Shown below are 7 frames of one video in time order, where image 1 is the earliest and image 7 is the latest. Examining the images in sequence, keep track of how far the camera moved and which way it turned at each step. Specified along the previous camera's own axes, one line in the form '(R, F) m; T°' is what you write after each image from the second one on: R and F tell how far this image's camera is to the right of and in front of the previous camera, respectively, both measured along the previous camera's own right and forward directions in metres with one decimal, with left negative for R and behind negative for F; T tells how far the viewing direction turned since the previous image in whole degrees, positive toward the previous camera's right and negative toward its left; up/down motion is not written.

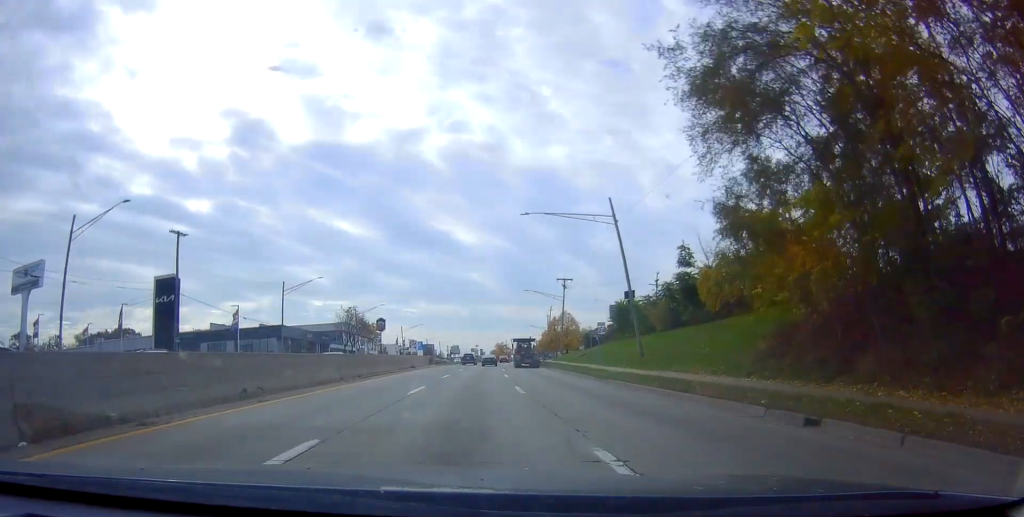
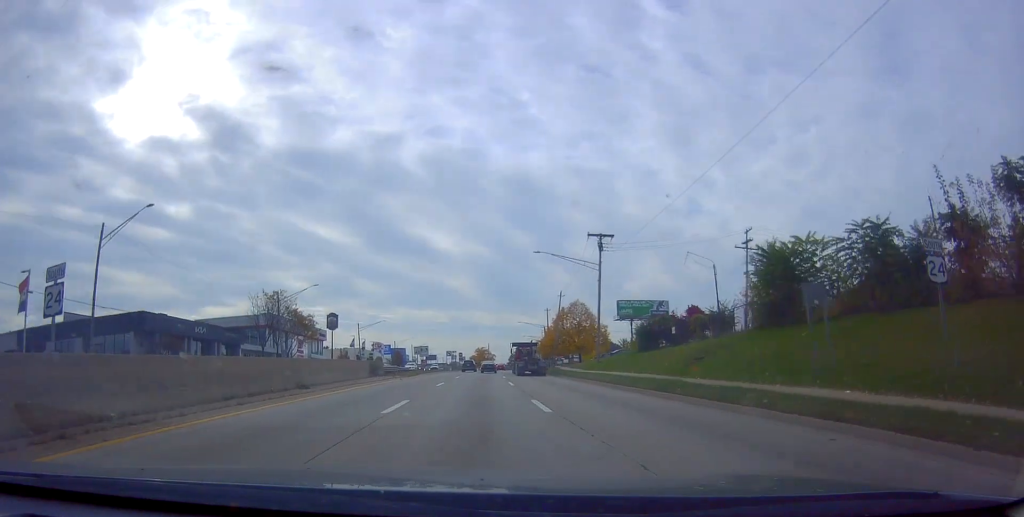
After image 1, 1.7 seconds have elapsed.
(+0.1, +36.1) m; +4°
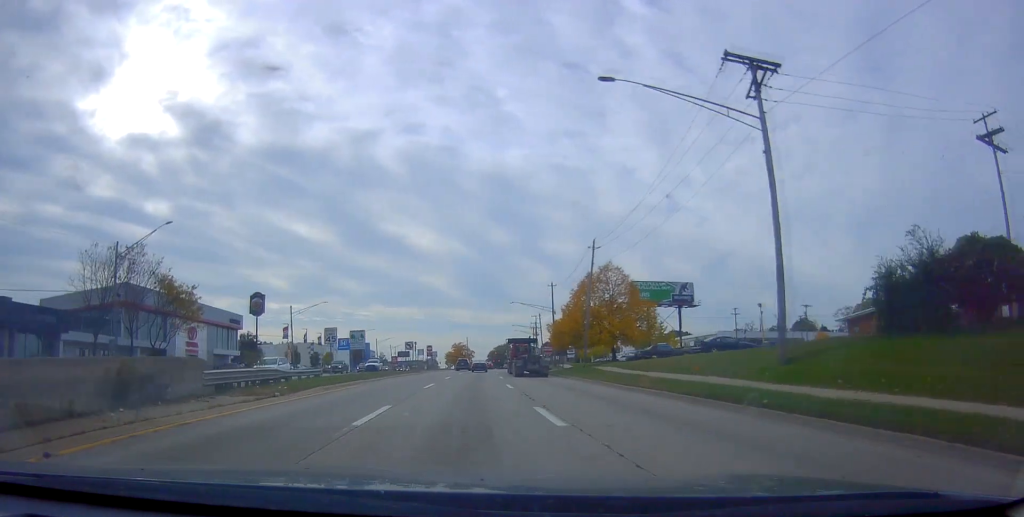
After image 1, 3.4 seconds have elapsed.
(+1.6, +35.1) m; +4°
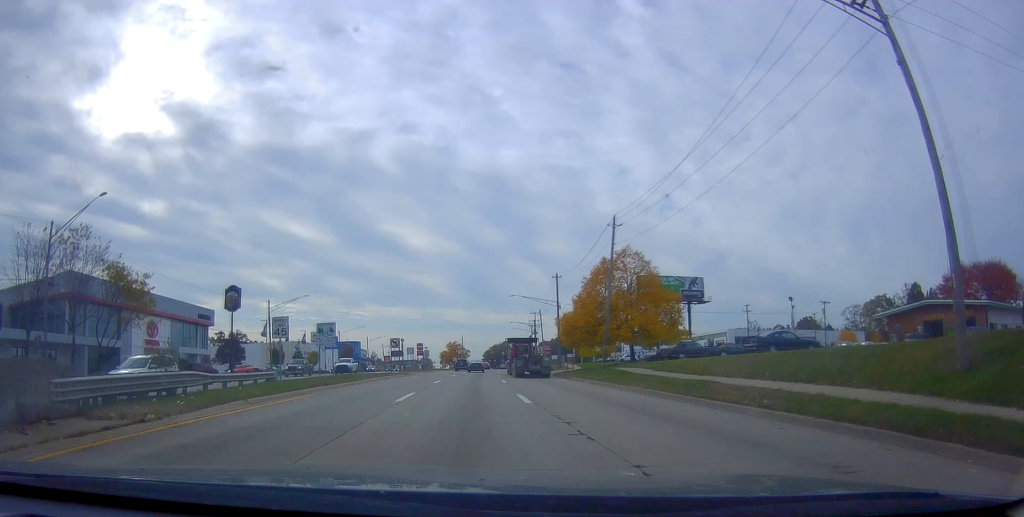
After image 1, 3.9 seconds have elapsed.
(+0.3, +8.8) m; 0°
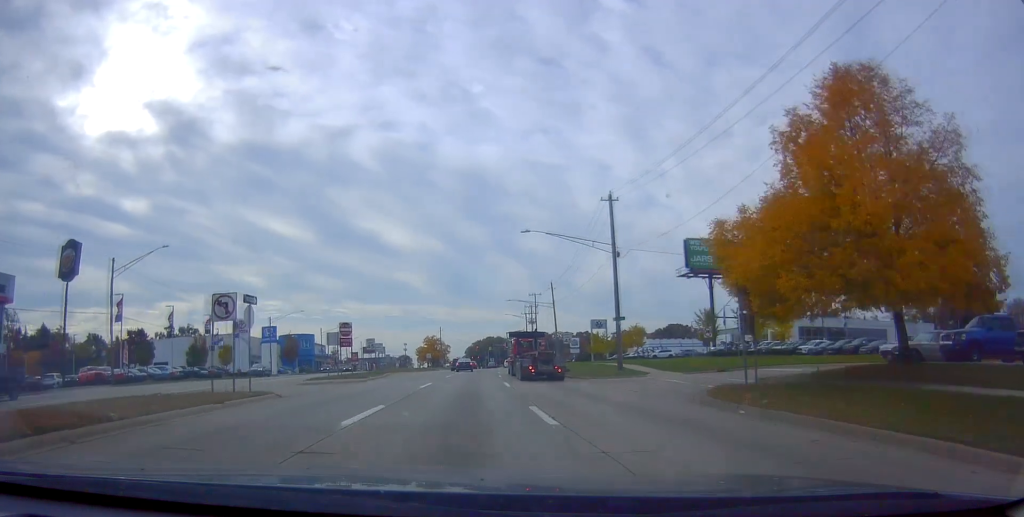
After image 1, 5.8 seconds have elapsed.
(-1.0, +37.7) m; -1°
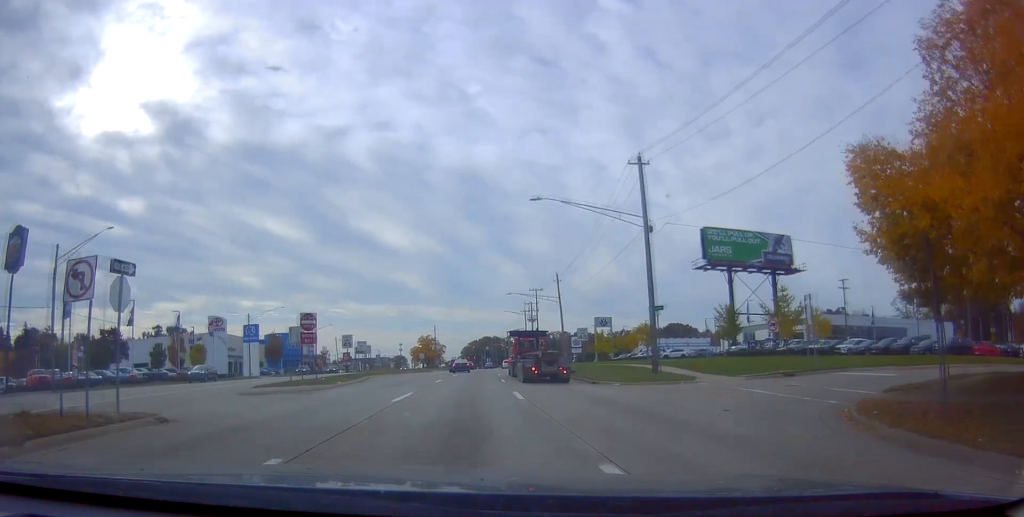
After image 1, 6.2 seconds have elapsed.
(-0.2, +8.4) m; +1°
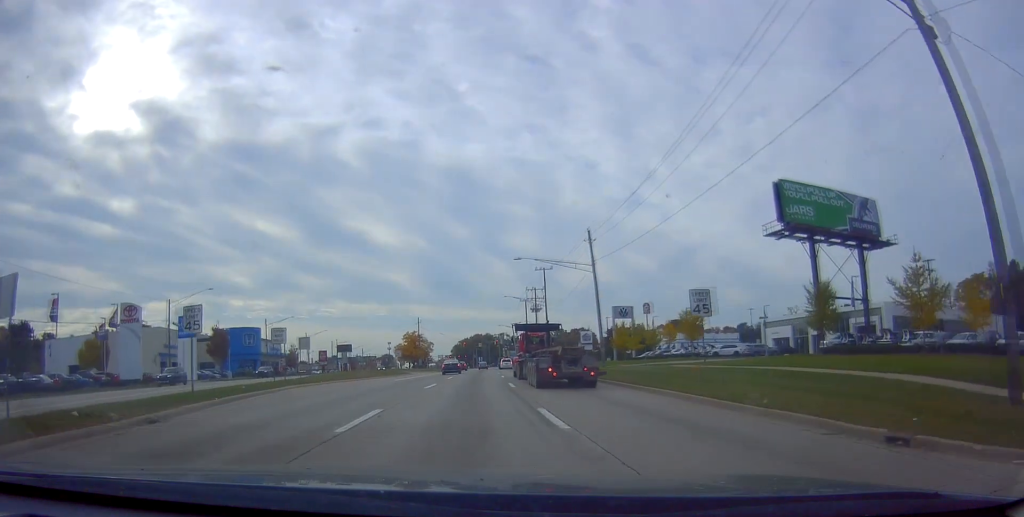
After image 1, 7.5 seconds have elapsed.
(+0.8, +23.2) m; +2°
